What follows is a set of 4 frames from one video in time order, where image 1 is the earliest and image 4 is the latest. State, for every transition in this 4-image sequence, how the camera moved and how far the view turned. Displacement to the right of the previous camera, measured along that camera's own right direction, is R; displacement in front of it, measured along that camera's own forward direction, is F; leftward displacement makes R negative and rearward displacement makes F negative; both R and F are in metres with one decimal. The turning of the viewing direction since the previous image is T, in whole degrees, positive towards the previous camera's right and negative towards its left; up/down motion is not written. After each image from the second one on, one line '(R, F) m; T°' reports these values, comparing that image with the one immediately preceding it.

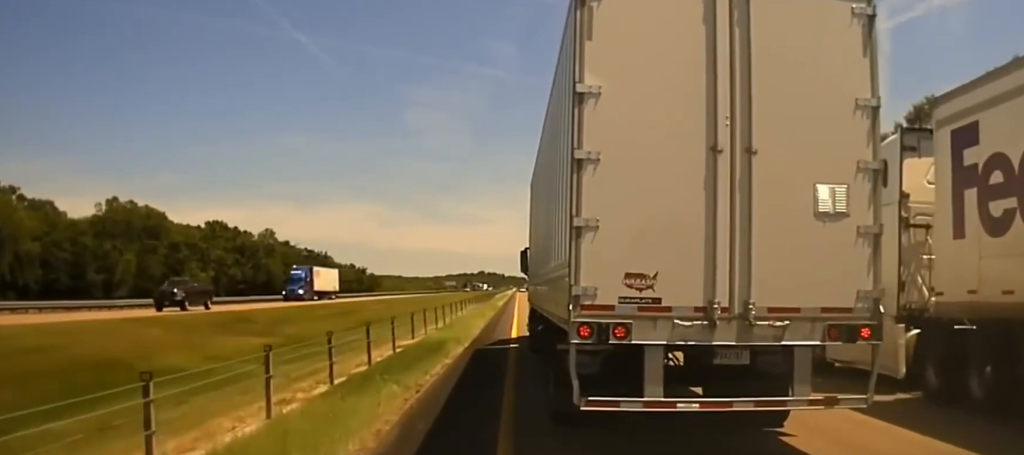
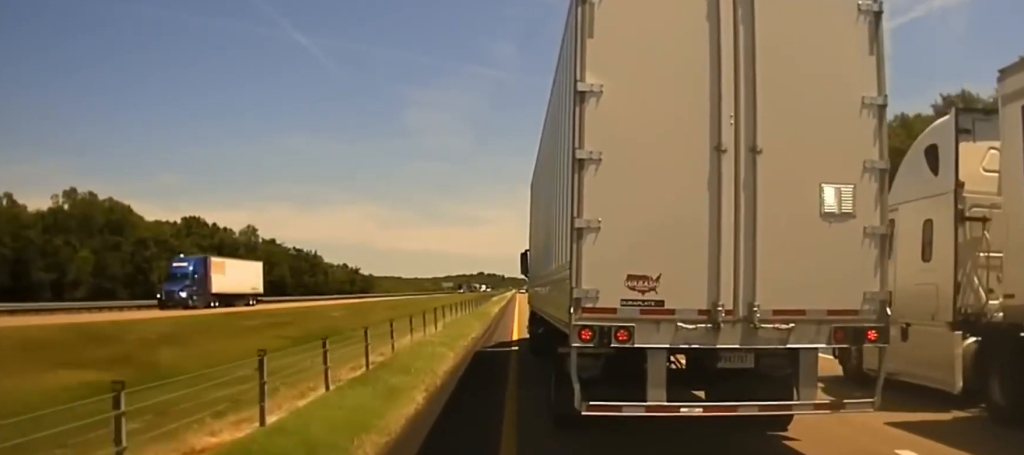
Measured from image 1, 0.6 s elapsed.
(0.0, +21.3) m; 0°
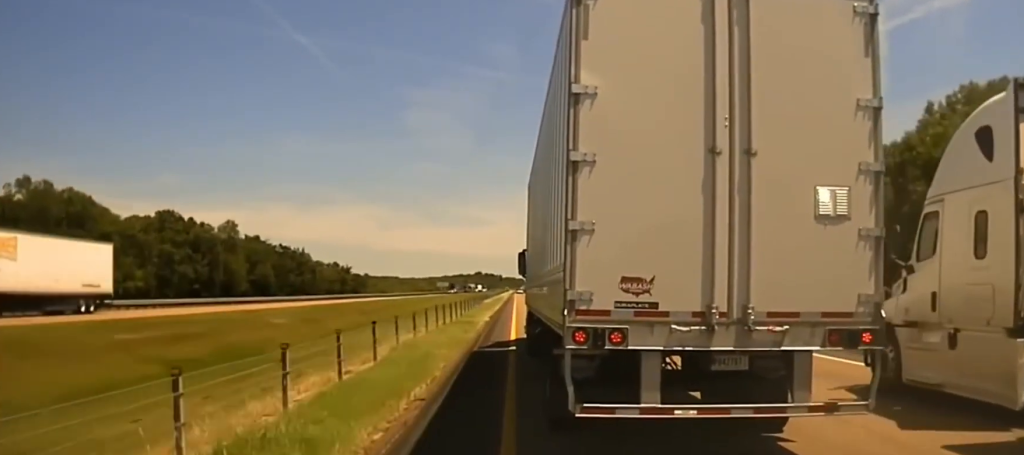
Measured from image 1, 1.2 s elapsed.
(0.0, +16.9) m; 0°
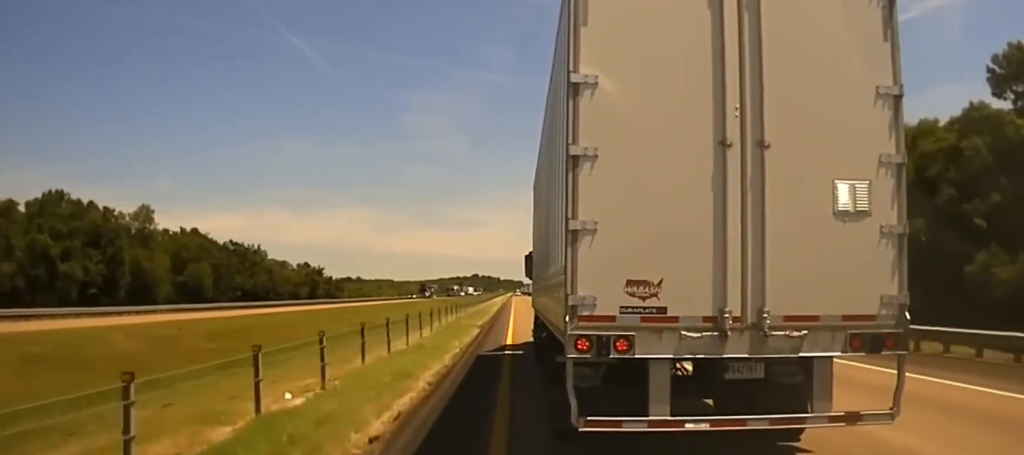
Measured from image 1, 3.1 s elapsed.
(0.0, +48.8) m; +1°
